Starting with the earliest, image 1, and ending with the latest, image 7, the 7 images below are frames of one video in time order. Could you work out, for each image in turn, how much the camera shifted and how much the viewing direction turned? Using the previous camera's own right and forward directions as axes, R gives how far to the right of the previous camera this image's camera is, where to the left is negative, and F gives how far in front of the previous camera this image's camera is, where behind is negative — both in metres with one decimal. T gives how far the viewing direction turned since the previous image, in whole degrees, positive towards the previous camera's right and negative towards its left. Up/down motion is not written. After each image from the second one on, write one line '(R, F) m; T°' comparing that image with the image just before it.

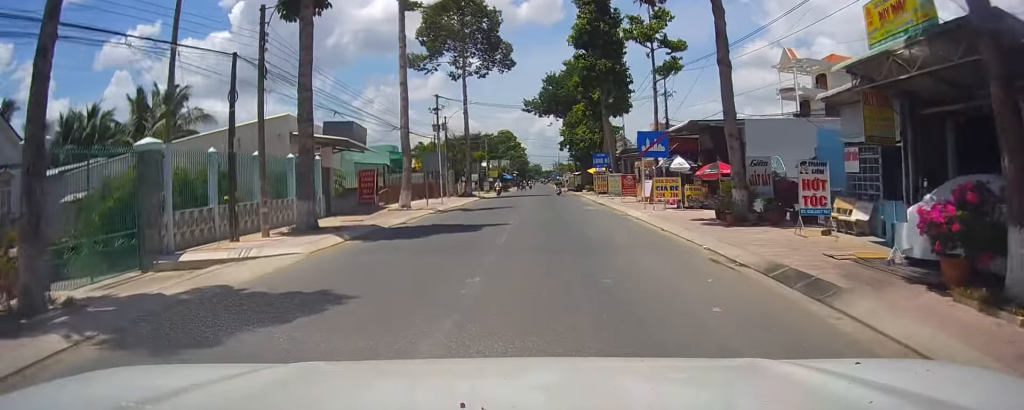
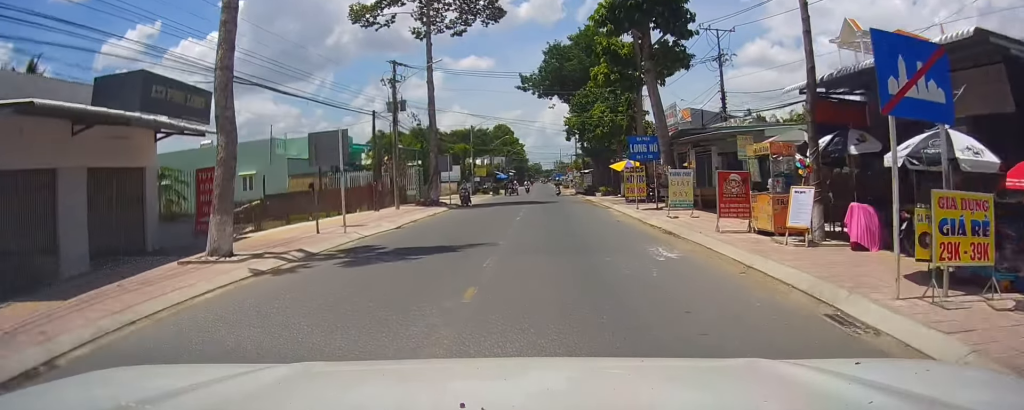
(+0.1, +19.3) m; 0°
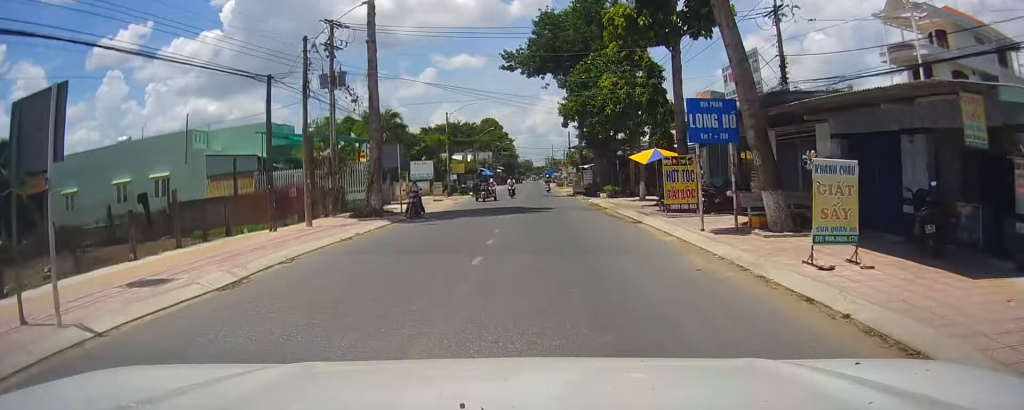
(+0.1, +11.9) m; 0°
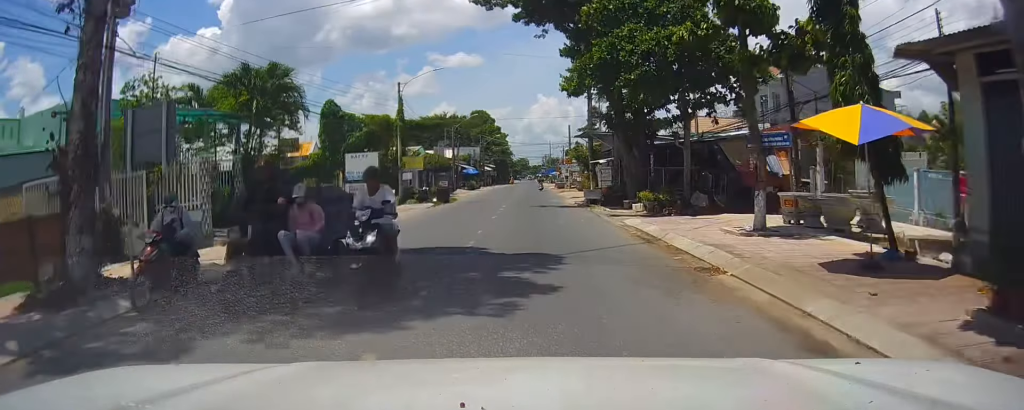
(0.0, +18.8) m; +1°
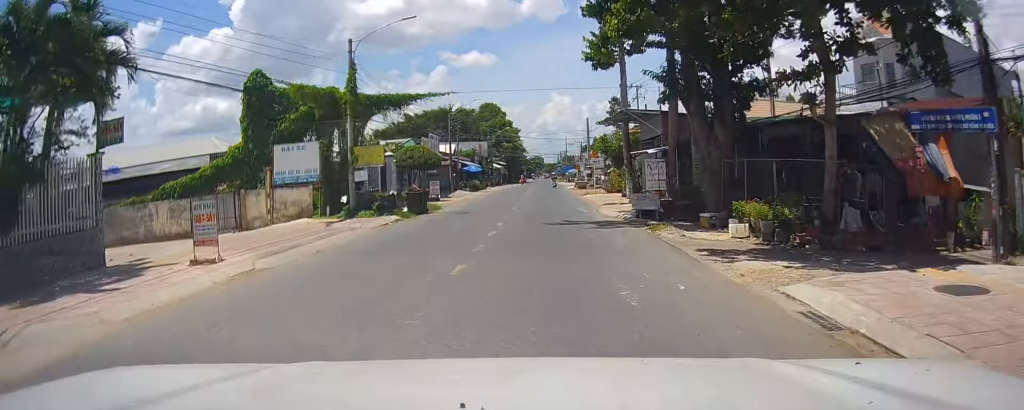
(+0.1, +13.1) m; 0°
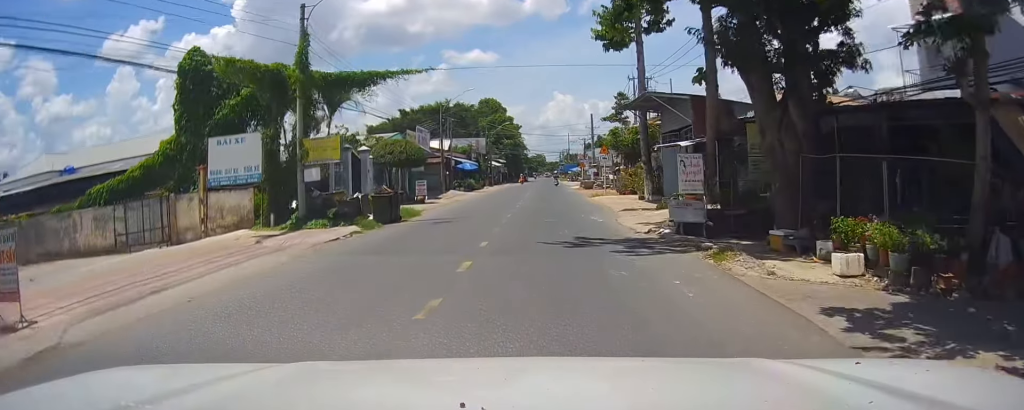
(-0.1, +5.9) m; -1°
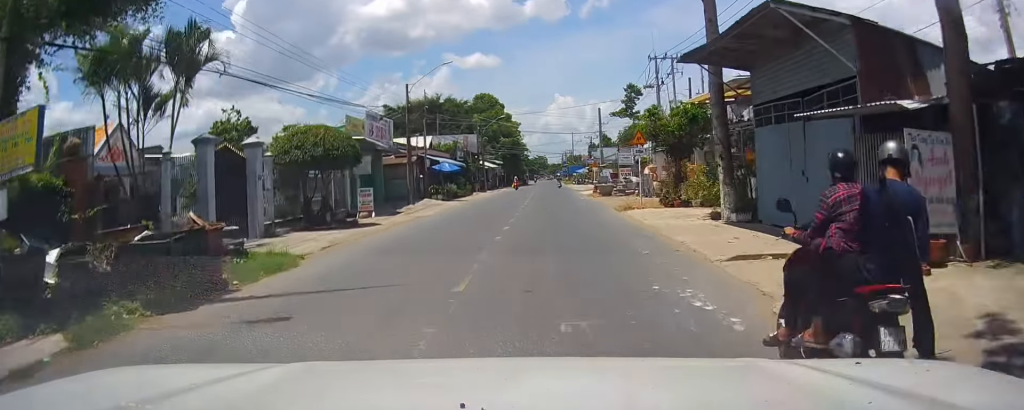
(+0.1, +13.9) m; +1°
